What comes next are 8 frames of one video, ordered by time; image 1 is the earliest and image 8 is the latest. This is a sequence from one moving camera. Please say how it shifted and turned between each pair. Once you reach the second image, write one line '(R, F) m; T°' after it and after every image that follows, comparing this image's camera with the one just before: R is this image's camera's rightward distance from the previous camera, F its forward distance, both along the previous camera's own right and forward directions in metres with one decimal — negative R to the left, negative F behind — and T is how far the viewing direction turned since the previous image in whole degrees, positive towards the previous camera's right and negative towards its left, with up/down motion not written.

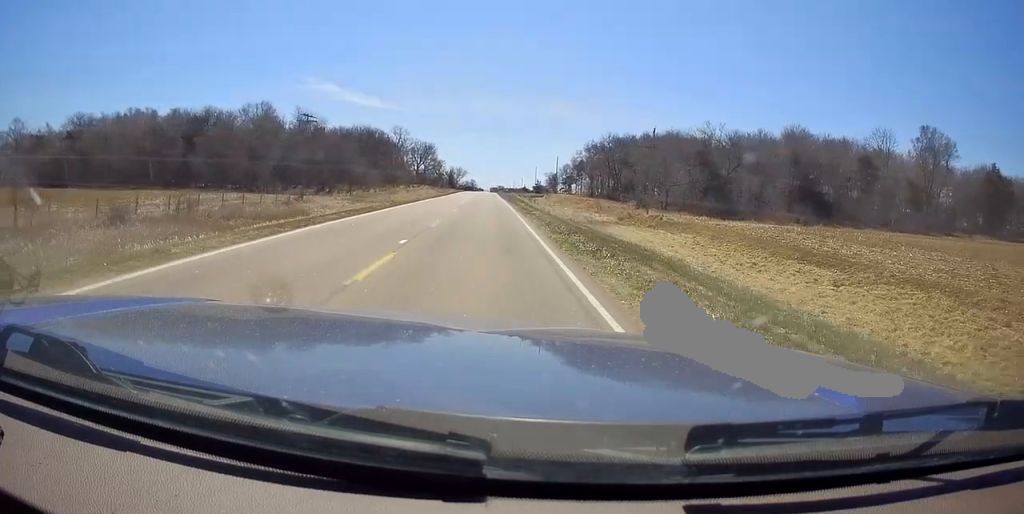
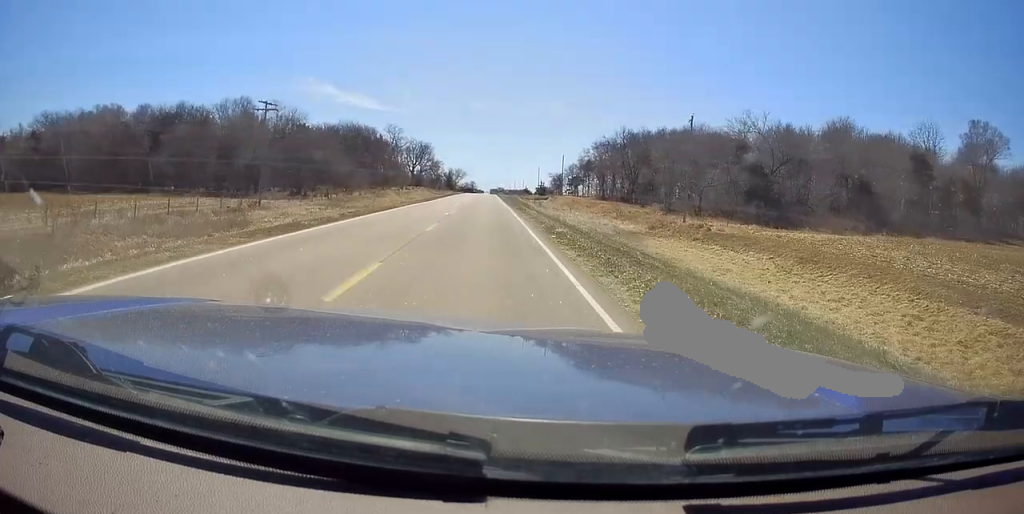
(0.0, +13.3) m; 0°
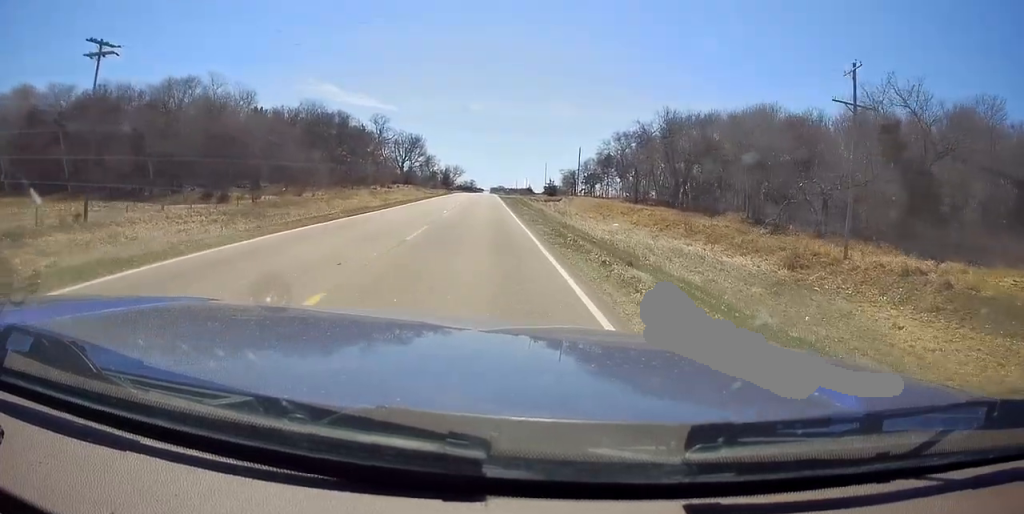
(0.0, +27.0) m; 0°
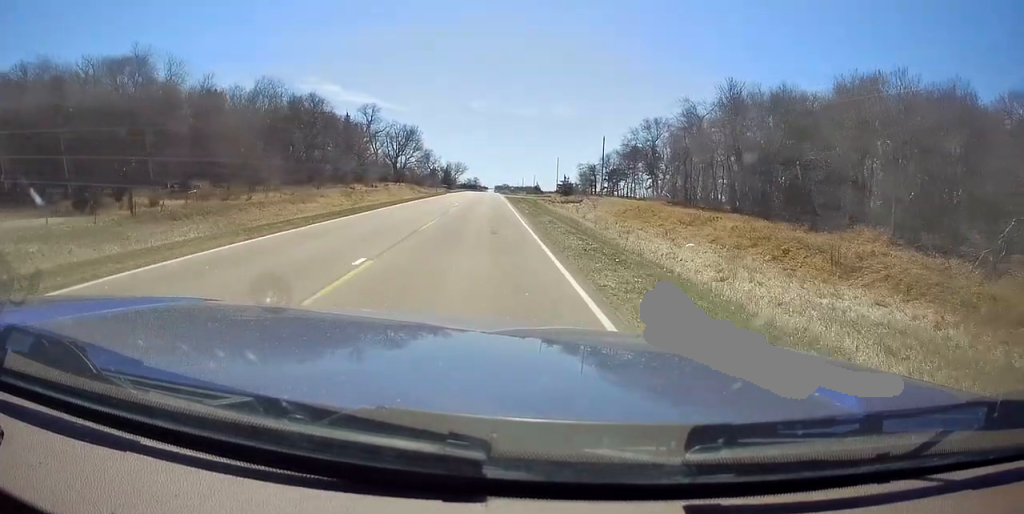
(+0.1, +21.7) m; -2°
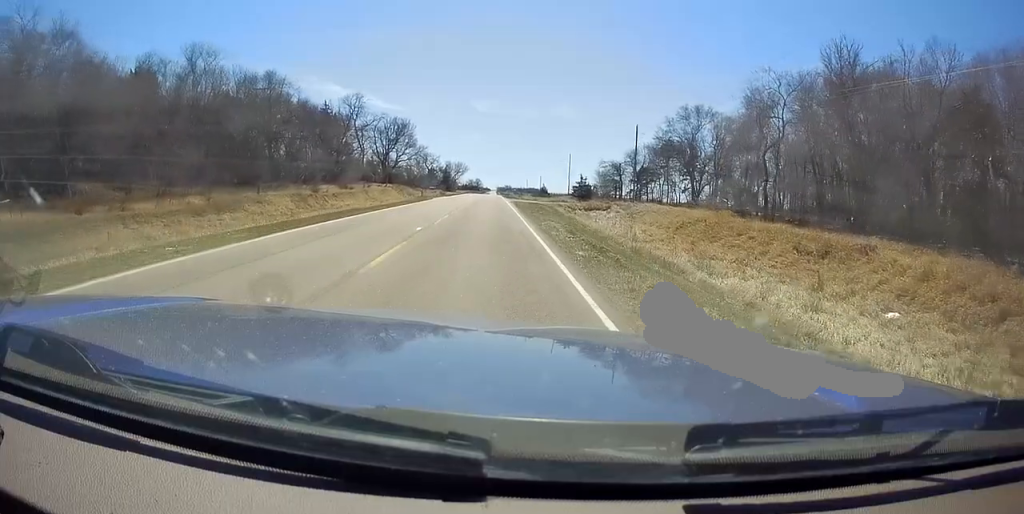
(-0.7, +20.8) m; 0°
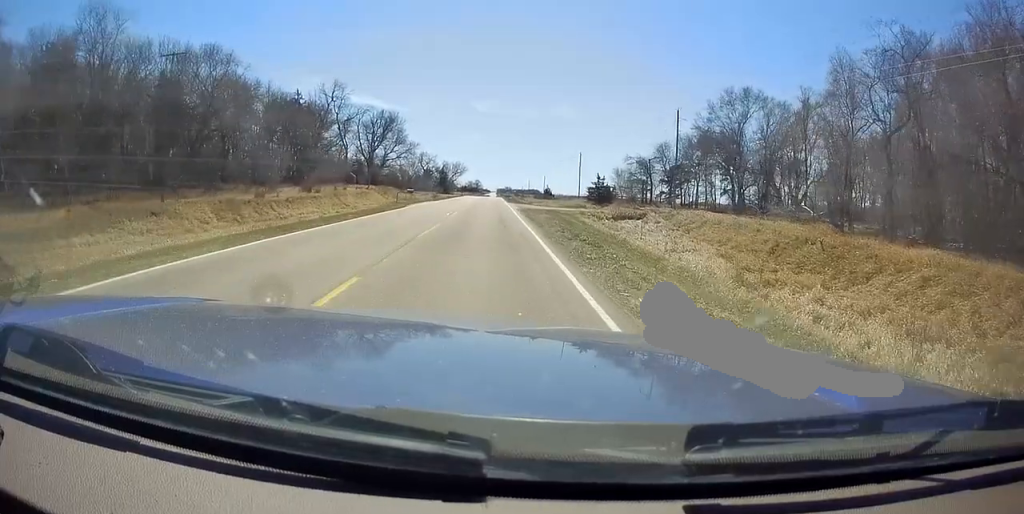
(+0.3, +17.4) m; +1°
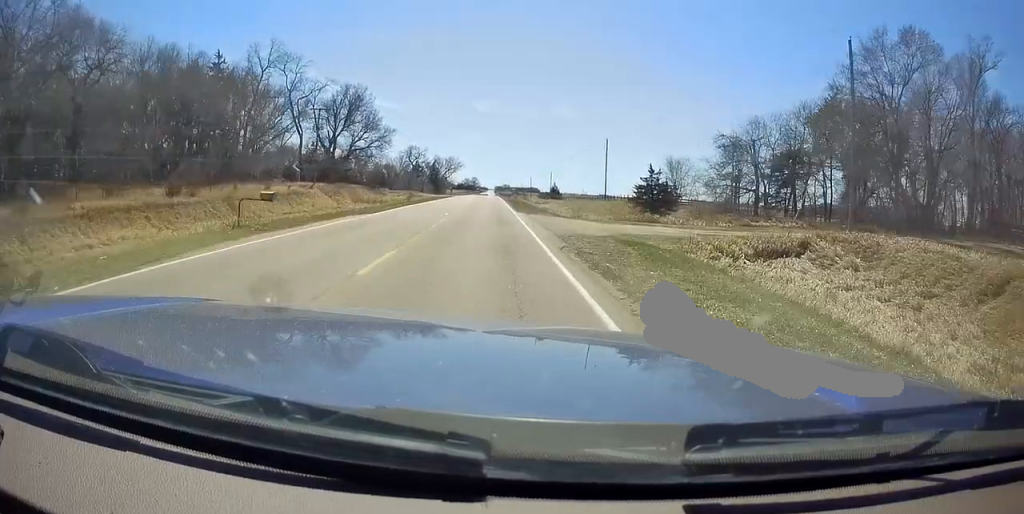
(+0.5, +30.9) m; 0°
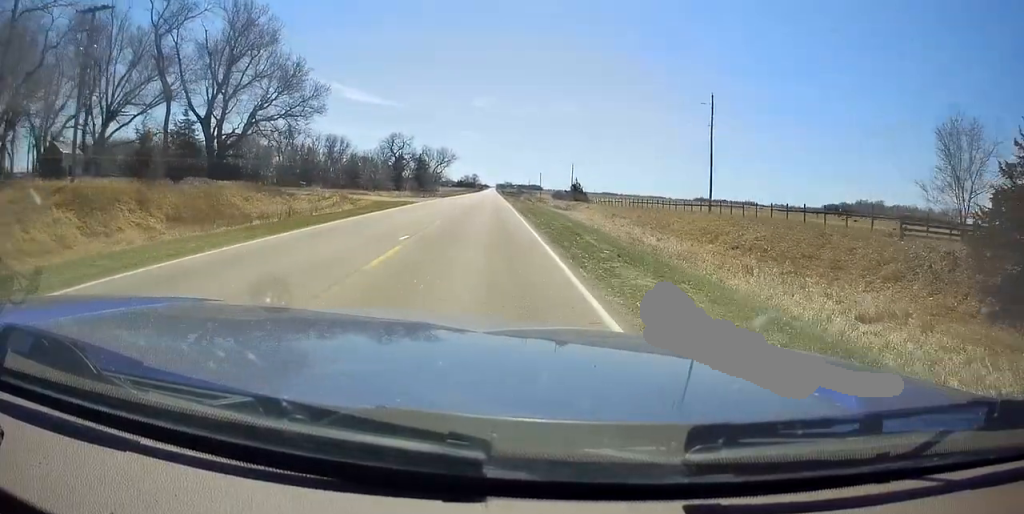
(-0.2, +45.8) m; 0°
